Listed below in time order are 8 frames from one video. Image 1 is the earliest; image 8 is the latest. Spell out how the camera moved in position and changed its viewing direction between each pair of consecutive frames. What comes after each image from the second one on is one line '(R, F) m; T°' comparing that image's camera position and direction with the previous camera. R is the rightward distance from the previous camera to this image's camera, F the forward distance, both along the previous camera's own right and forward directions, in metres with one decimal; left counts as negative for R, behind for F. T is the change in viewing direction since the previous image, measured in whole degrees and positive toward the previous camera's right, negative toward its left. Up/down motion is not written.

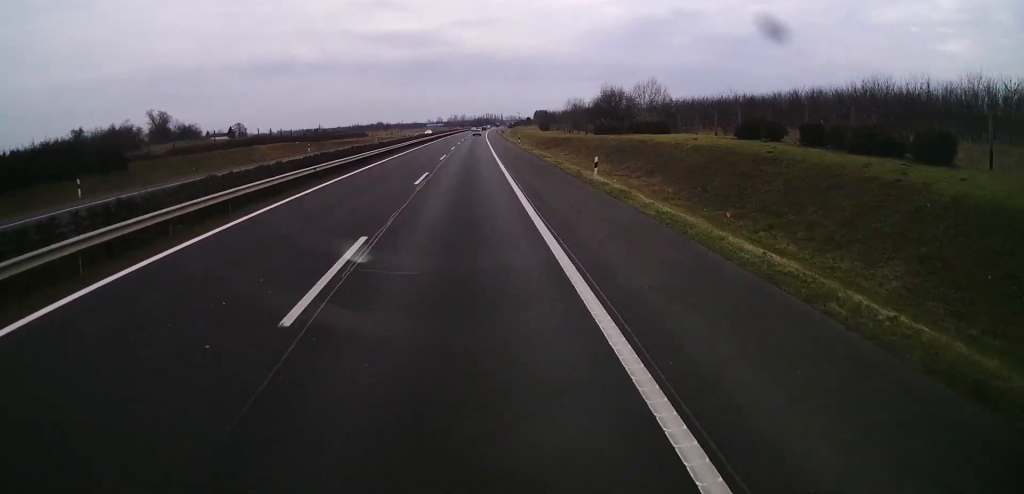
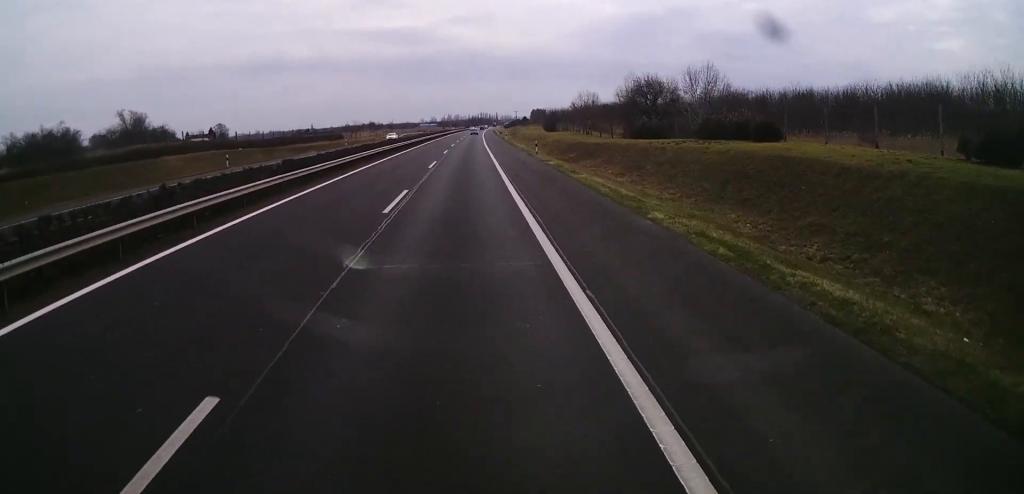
(0.0, +26.3) m; 0°
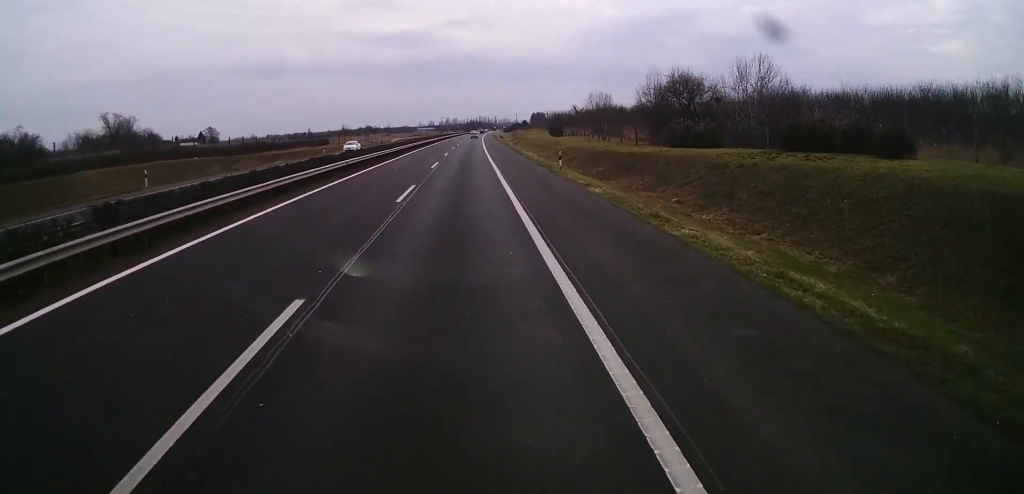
(0.0, +14.7) m; +1°
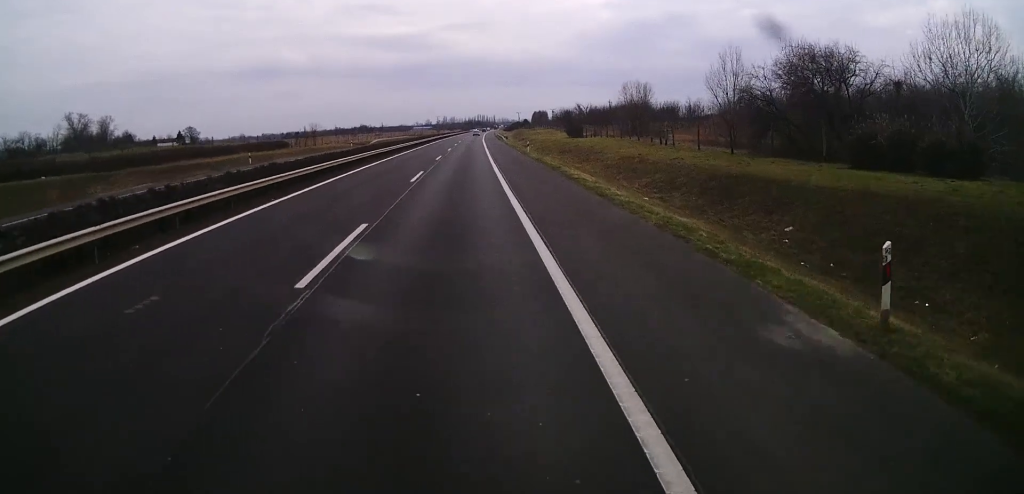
(+0.5, +30.2) m; +1°
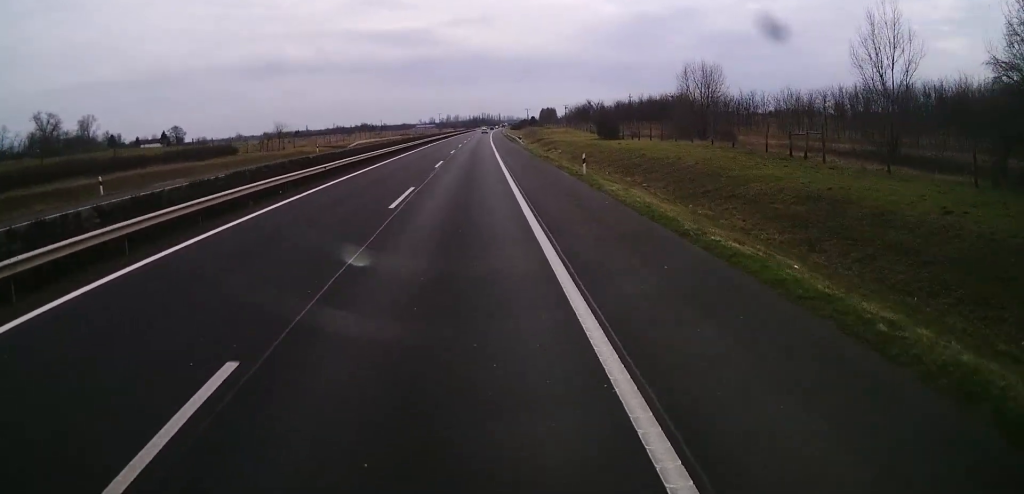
(-0.4, +27.0) m; 0°
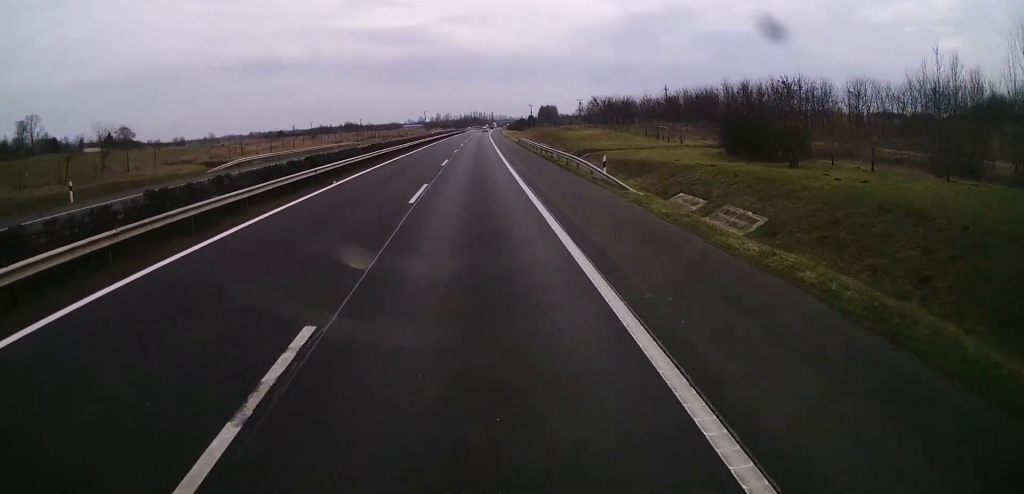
(+0.4, +53.3) m; 0°
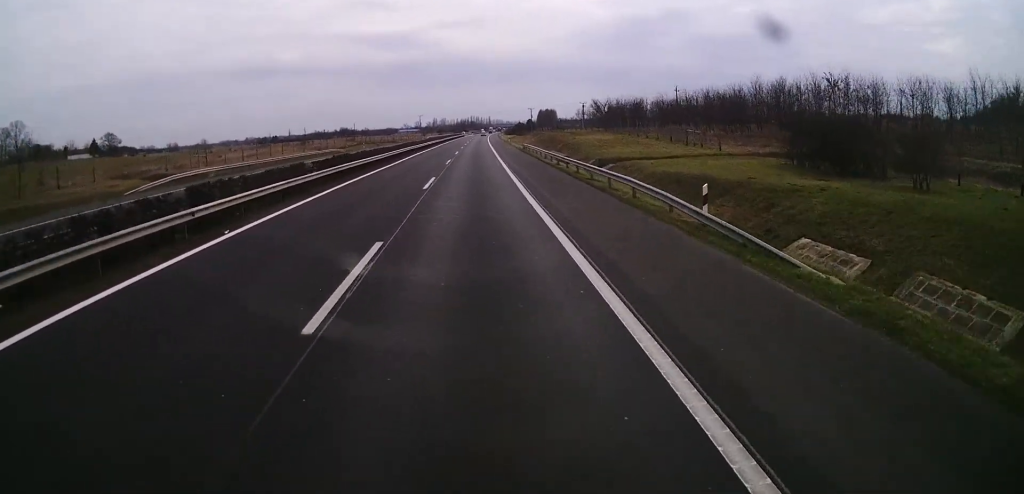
(+0.2, +12.3) m; 0°
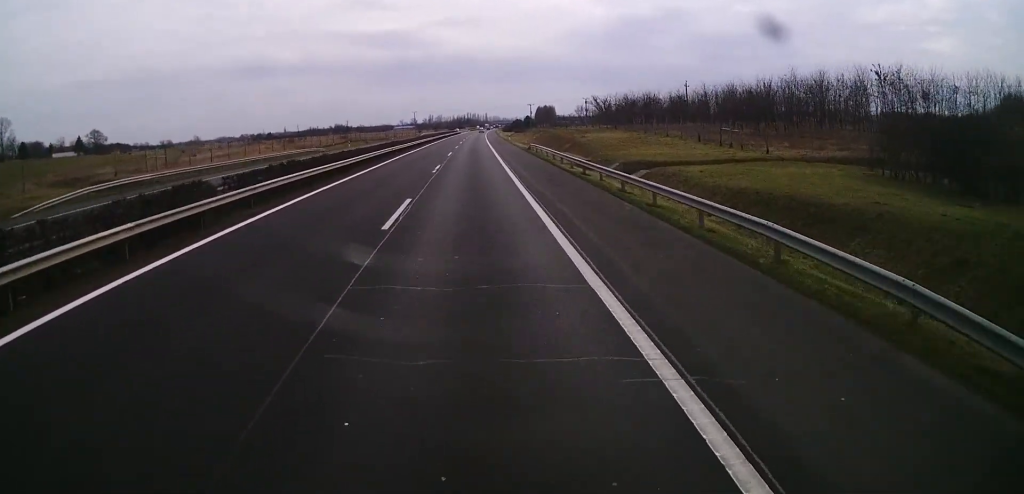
(-0.1, +10.8) m; 0°
